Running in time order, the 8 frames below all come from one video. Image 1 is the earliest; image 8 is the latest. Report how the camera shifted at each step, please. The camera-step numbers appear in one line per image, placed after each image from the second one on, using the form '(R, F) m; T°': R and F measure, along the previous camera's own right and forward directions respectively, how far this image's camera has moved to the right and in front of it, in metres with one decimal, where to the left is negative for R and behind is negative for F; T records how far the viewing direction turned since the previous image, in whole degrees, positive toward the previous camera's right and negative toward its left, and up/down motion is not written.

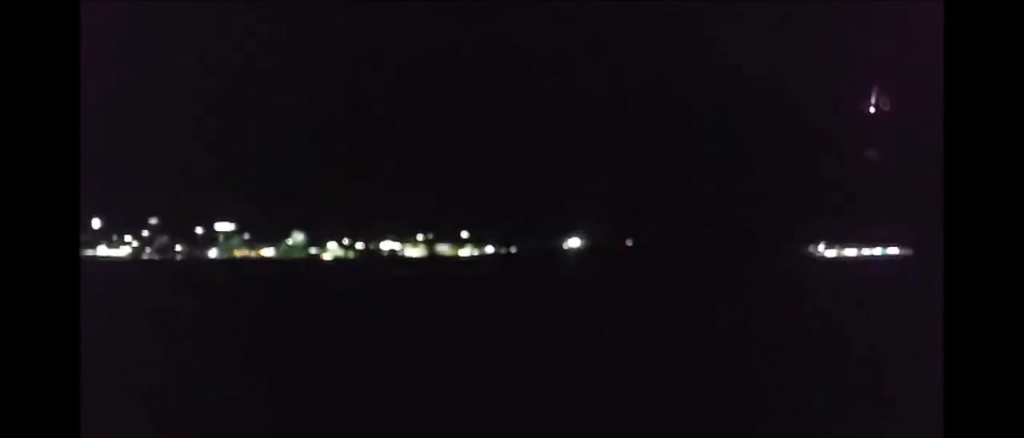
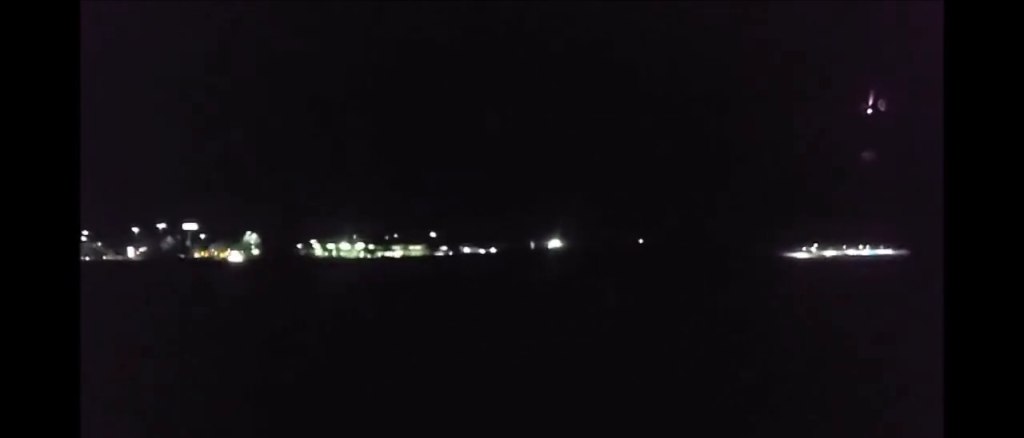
(-0.6, +28.6) m; -1°
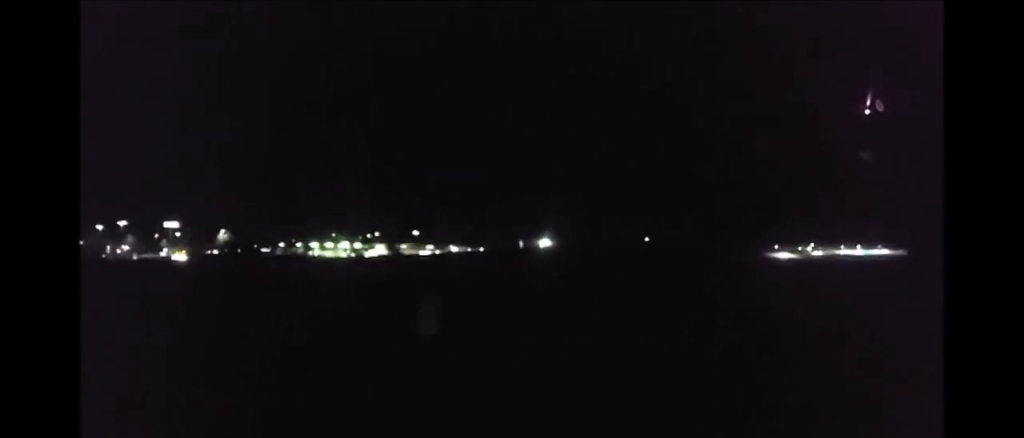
(-0.2, +12.4) m; 0°
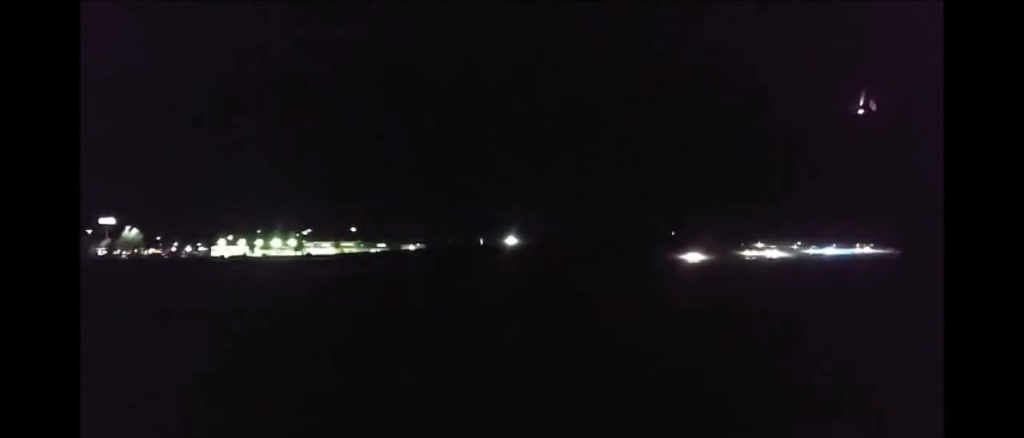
(+0.7, +40.3) m; +1°
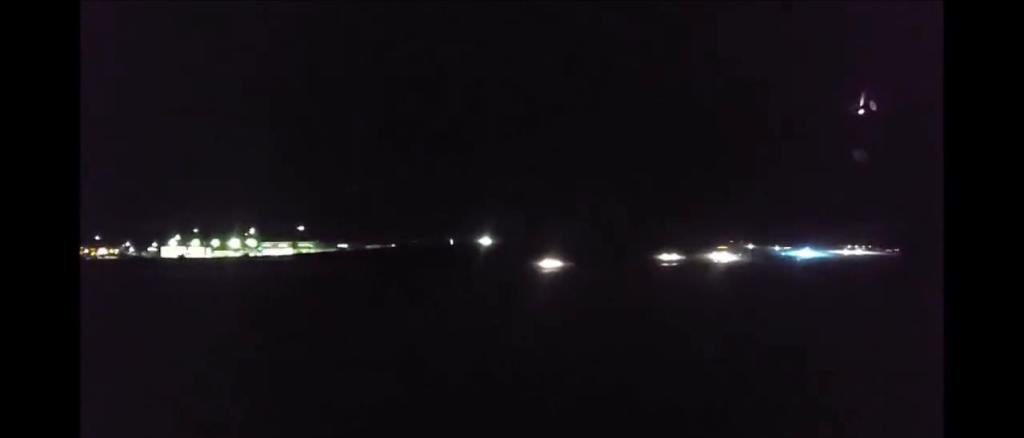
(0.0, +27.0) m; 0°
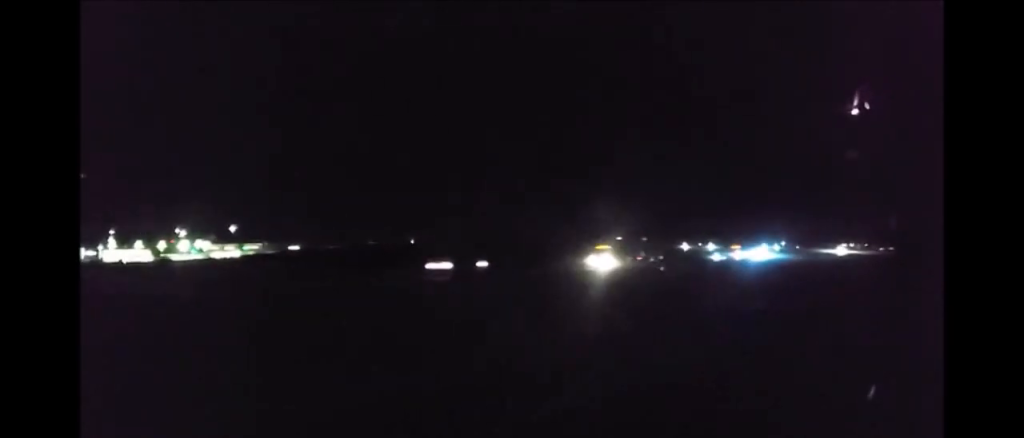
(0.0, +32.0) m; -1°
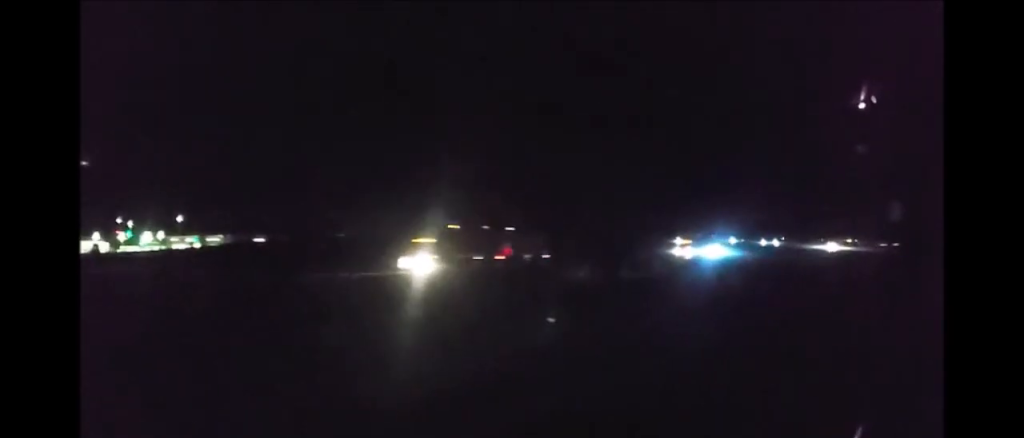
(-0.1, +21.3) m; -1°
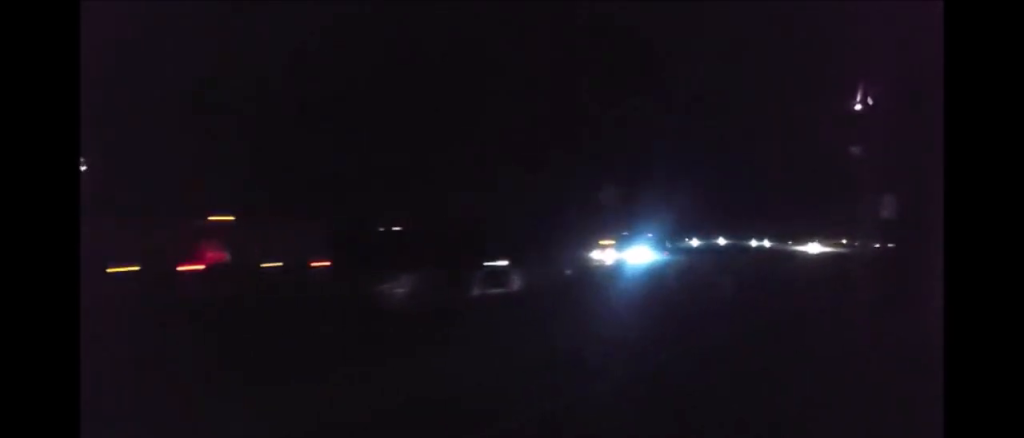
(-0.3, +18.5) m; 0°
